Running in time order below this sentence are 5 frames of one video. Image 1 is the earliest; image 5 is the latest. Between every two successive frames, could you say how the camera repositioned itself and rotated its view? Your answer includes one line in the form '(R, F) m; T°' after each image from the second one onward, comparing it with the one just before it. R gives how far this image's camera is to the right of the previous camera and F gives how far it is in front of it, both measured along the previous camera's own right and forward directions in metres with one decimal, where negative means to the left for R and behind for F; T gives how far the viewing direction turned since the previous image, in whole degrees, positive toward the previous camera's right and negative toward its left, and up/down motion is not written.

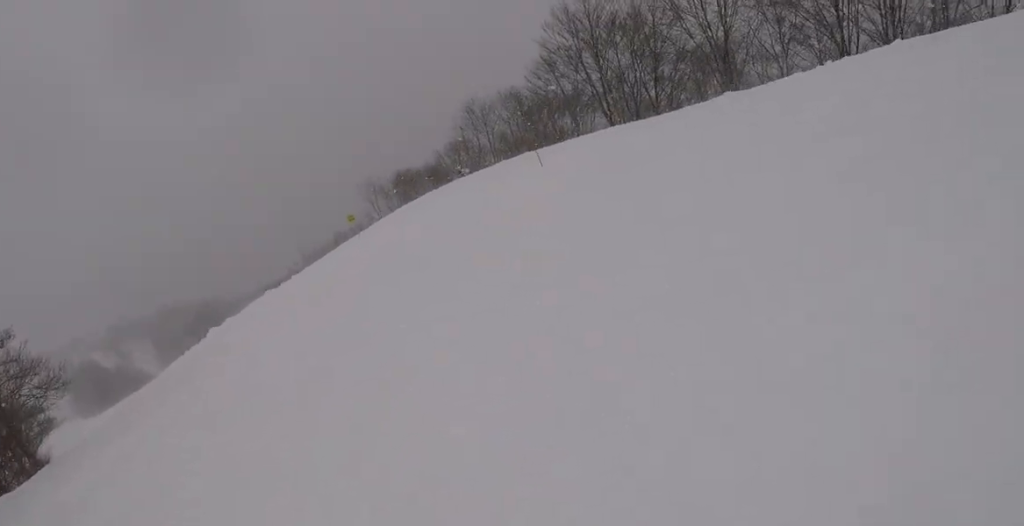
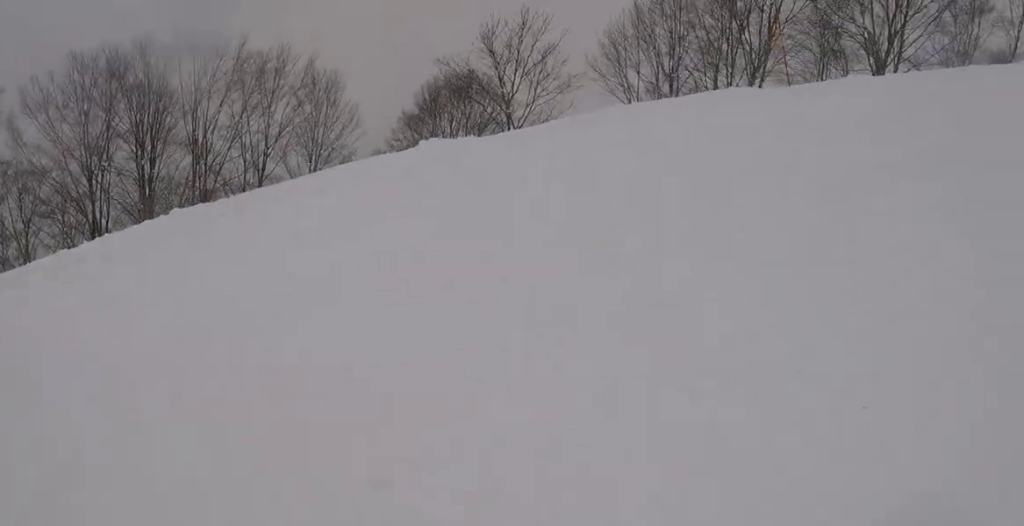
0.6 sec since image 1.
(+0.5, +2.7) m; +10°
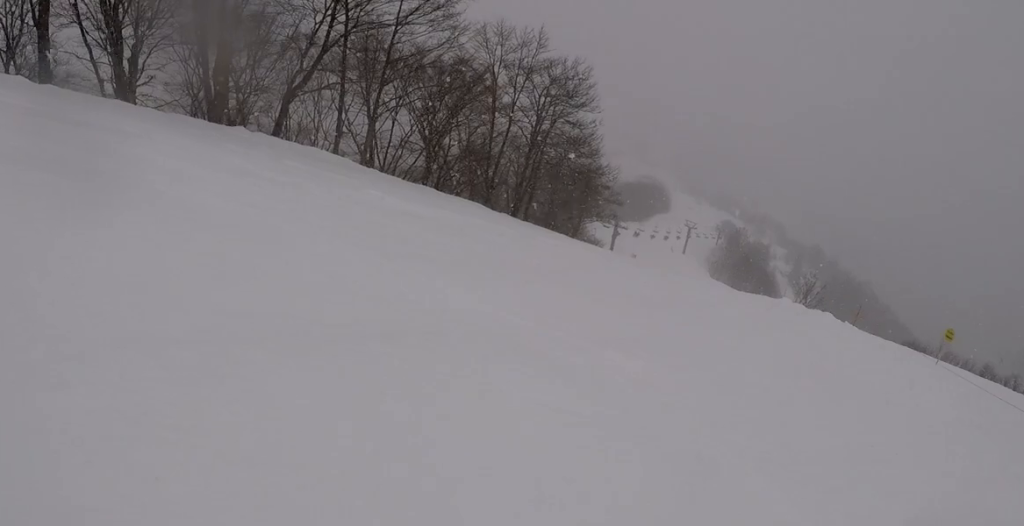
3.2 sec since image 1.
(-1.6, +8.8) m; -40°
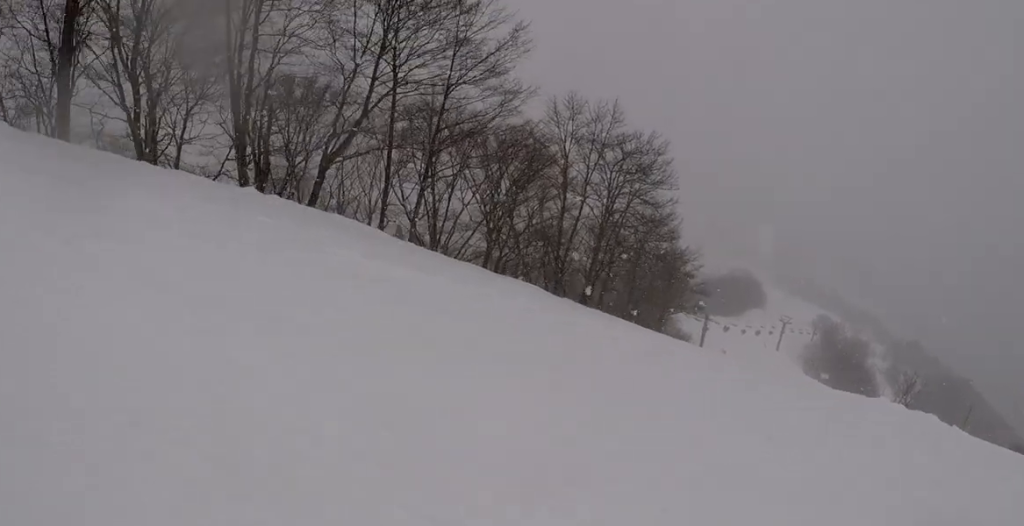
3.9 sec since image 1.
(0.0, +2.4) m; -25°
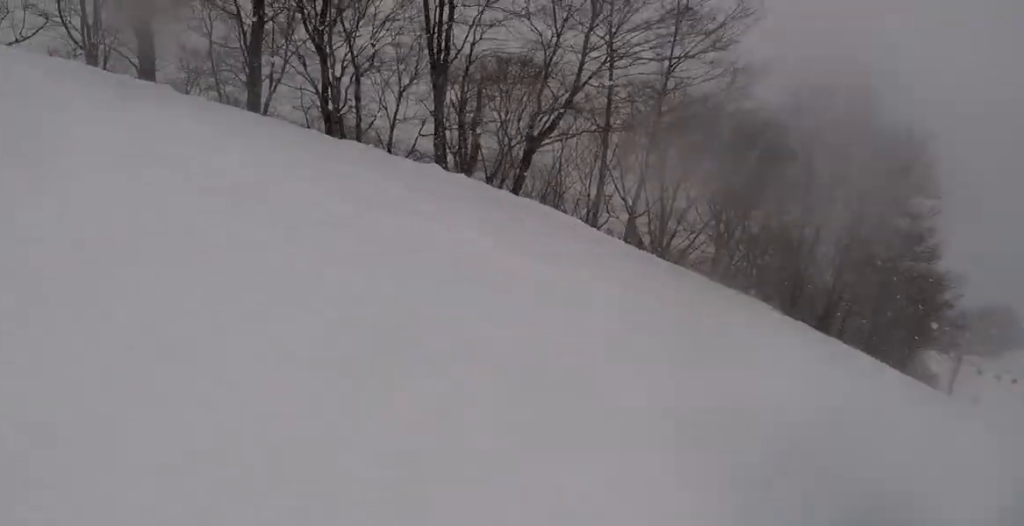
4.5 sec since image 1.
(-0.4, +1.6) m; -18°
